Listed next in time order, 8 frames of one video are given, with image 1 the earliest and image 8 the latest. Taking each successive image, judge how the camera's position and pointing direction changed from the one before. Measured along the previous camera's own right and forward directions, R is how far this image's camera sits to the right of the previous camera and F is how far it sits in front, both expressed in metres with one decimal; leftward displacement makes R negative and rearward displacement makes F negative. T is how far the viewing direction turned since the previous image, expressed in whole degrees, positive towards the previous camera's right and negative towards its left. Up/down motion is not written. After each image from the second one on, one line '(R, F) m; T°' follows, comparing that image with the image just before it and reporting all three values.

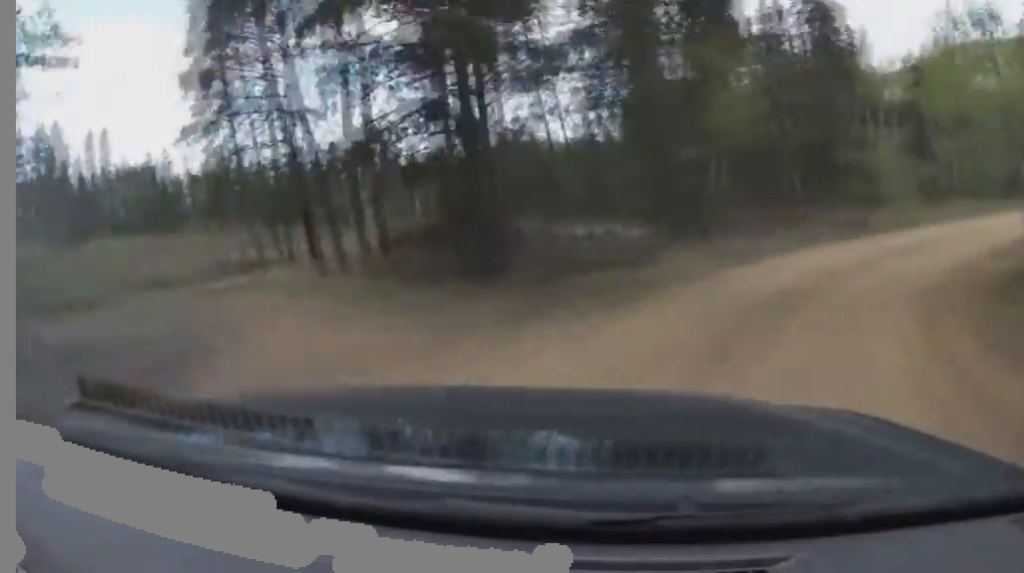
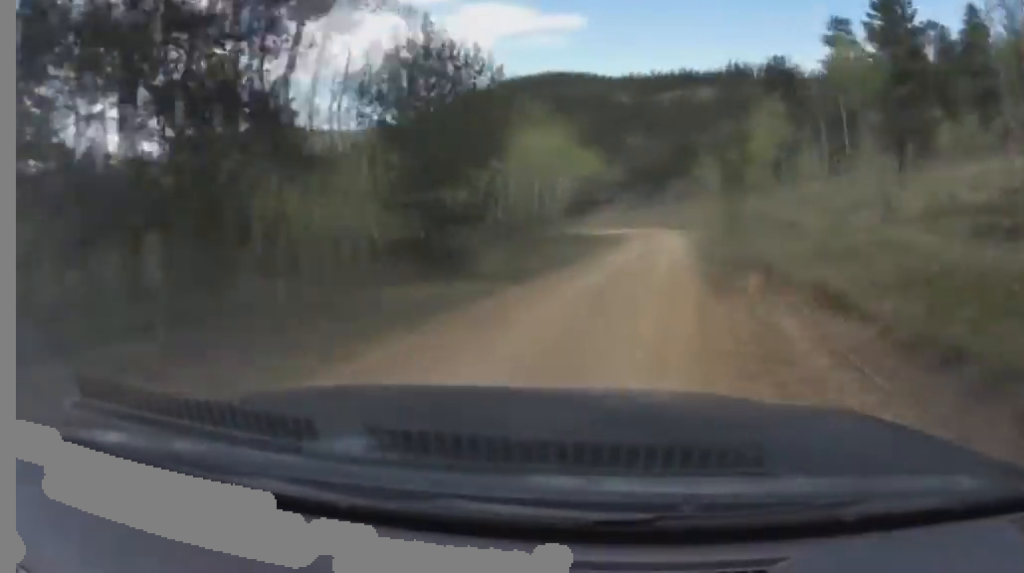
(0.0, +22.3) m; +8°
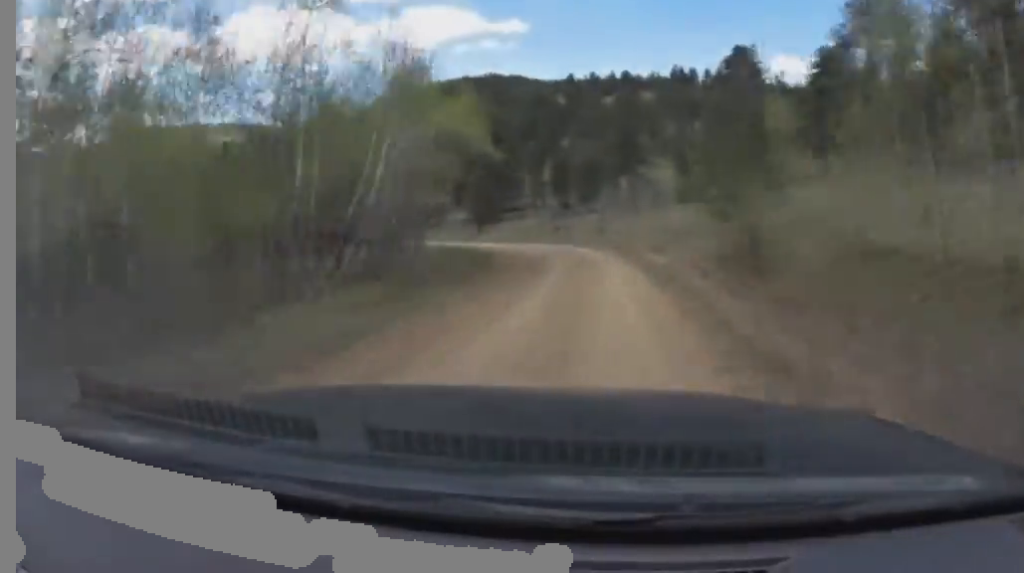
(+0.2, +8.7) m; +9°
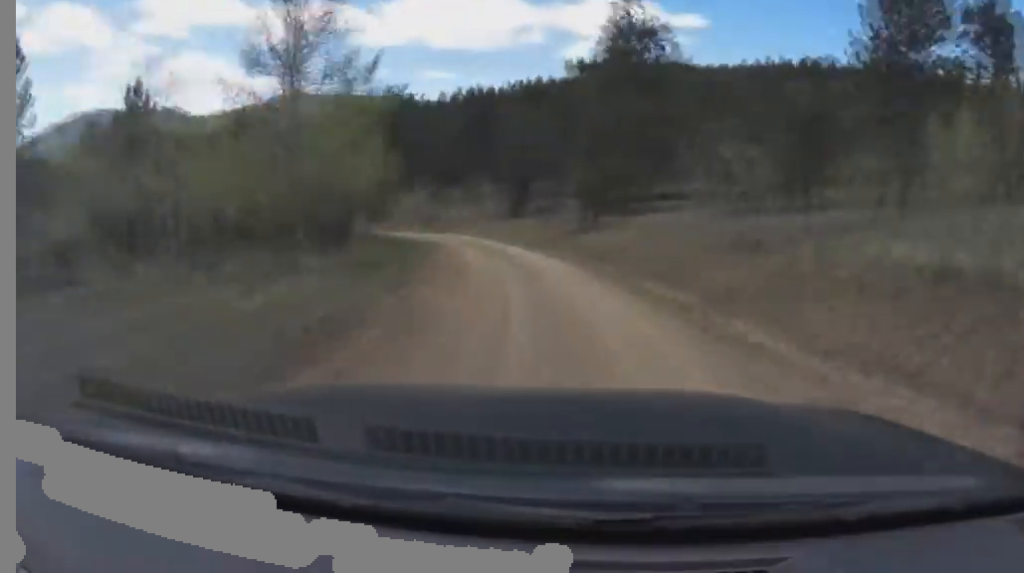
(+1.2, +16.1) m; +24°
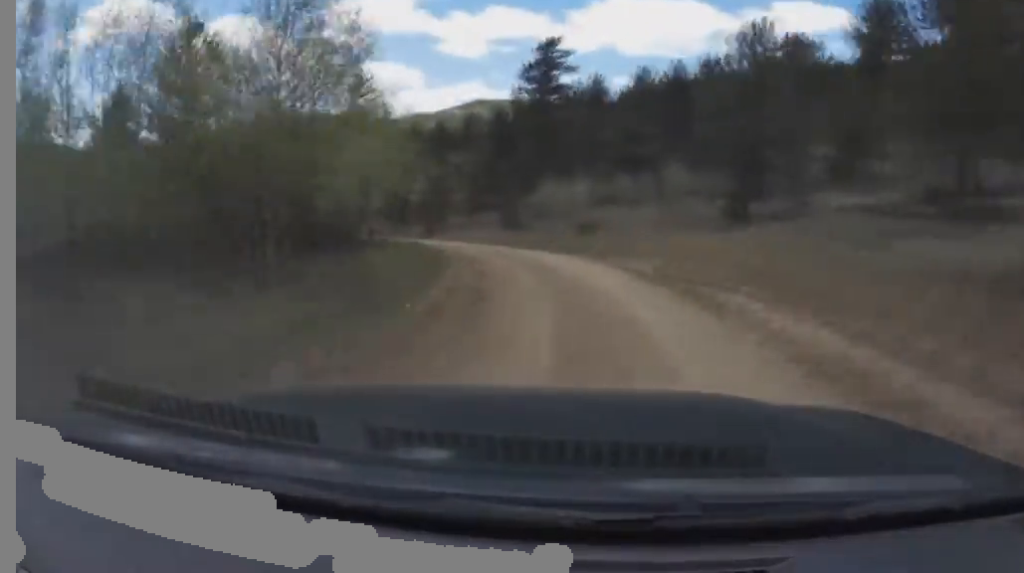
(+4.3, +17.2) m; 0°
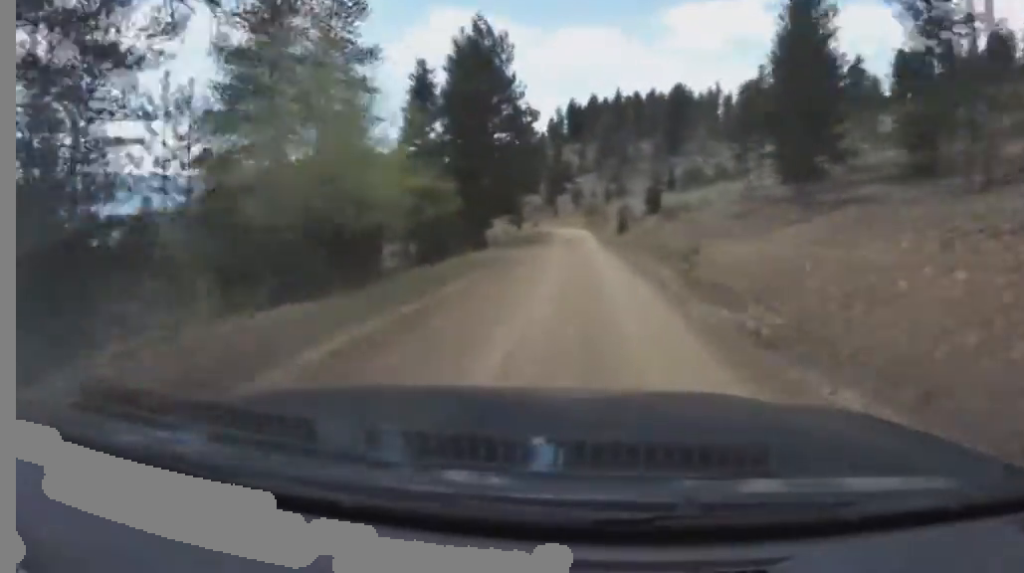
(-17.4, +79.1) m; -18°
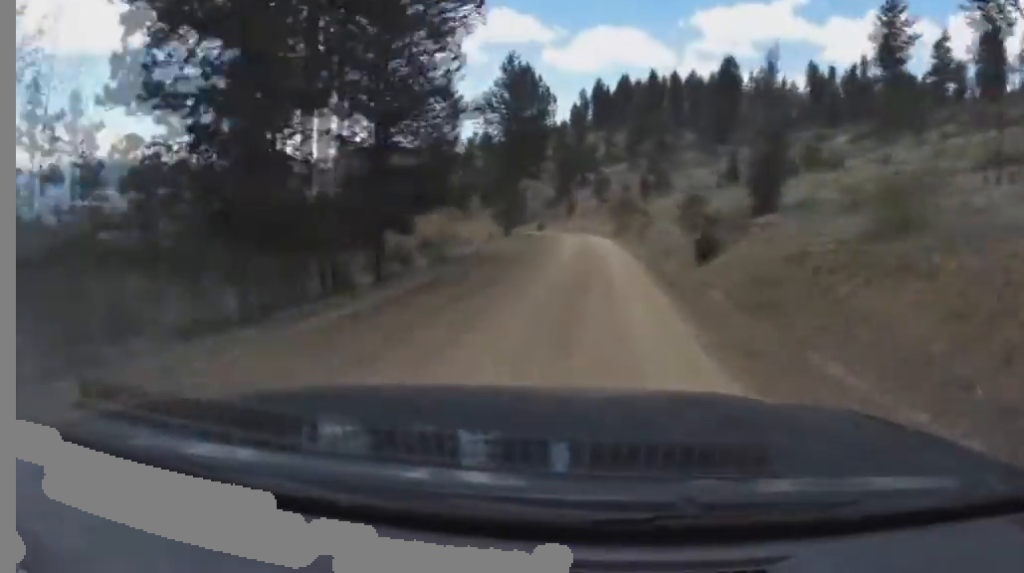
(0.0, +26.2) m; 0°
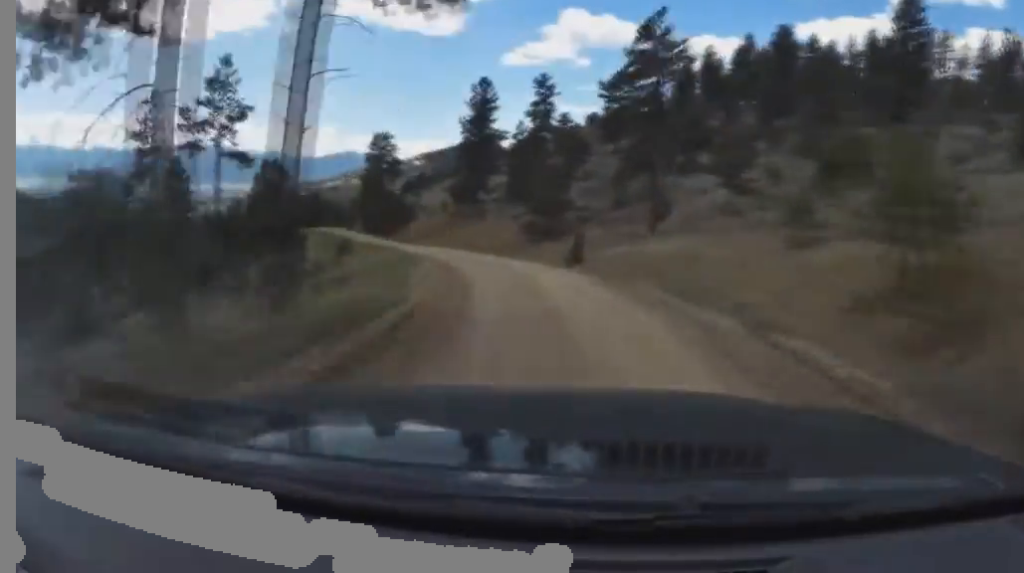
(0.0, +46.0) m; 0°
